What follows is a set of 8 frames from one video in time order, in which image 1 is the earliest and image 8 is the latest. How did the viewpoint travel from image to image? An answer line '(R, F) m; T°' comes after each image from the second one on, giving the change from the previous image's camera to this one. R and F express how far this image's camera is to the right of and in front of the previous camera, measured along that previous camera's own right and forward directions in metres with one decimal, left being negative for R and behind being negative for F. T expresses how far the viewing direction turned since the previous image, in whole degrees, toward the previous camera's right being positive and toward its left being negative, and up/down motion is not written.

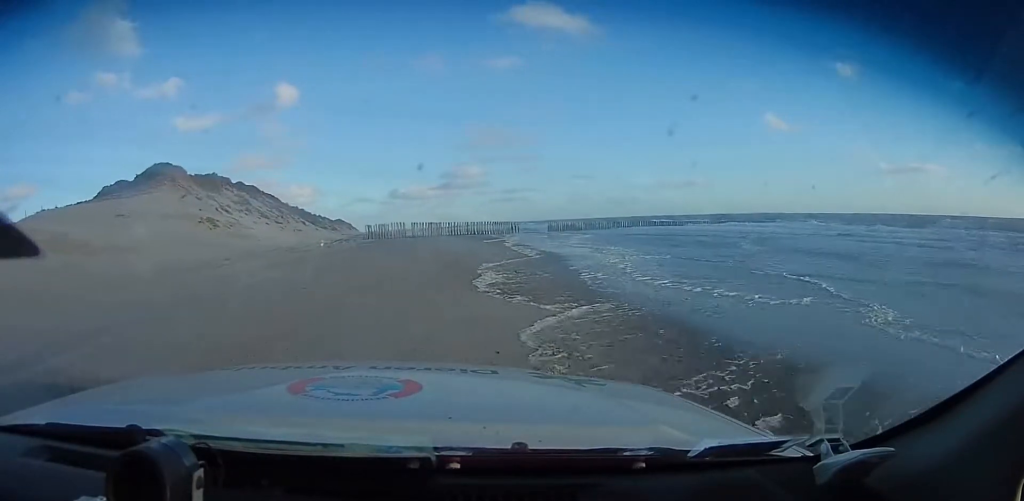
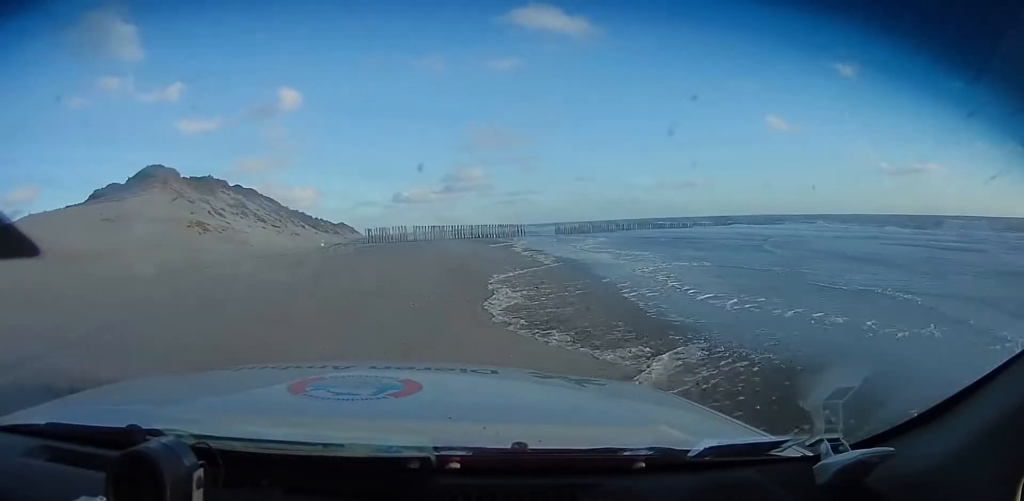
(+0.3, +3.7) m; +2°
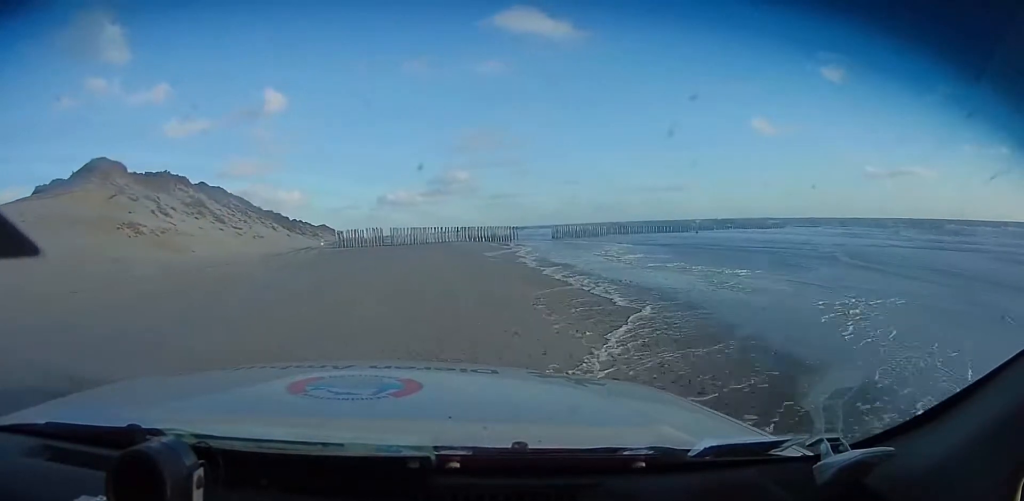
(+0.4, +11.8) m; +2°
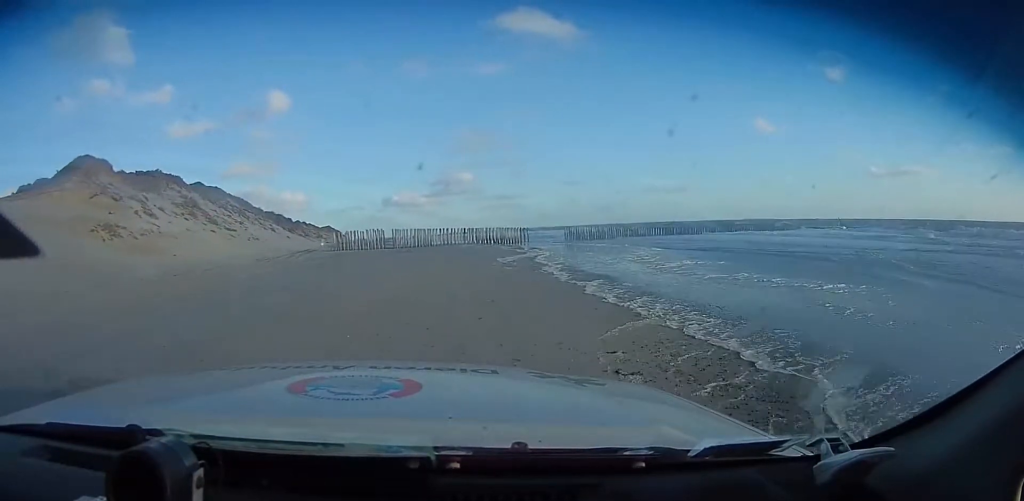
(0.0, +5.2) m; -3°
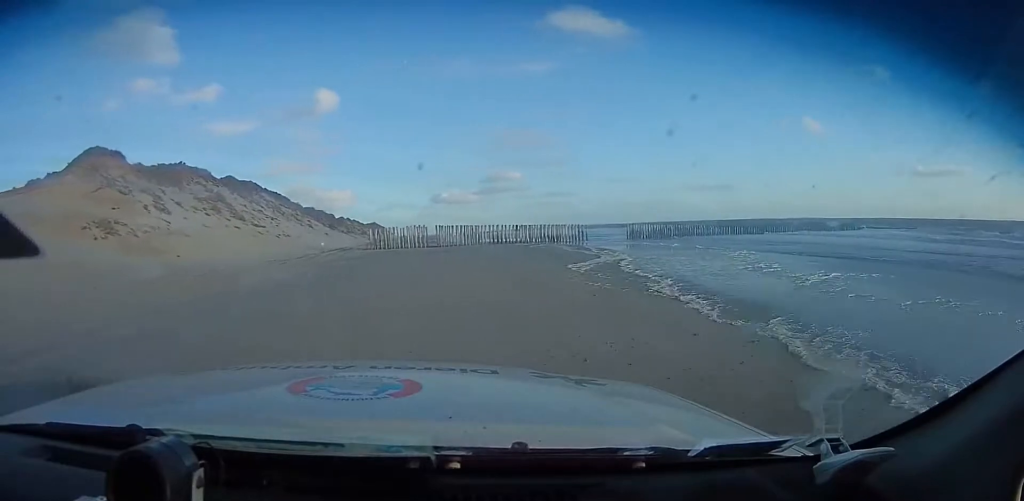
(-0.2, +7.4) m; -6°
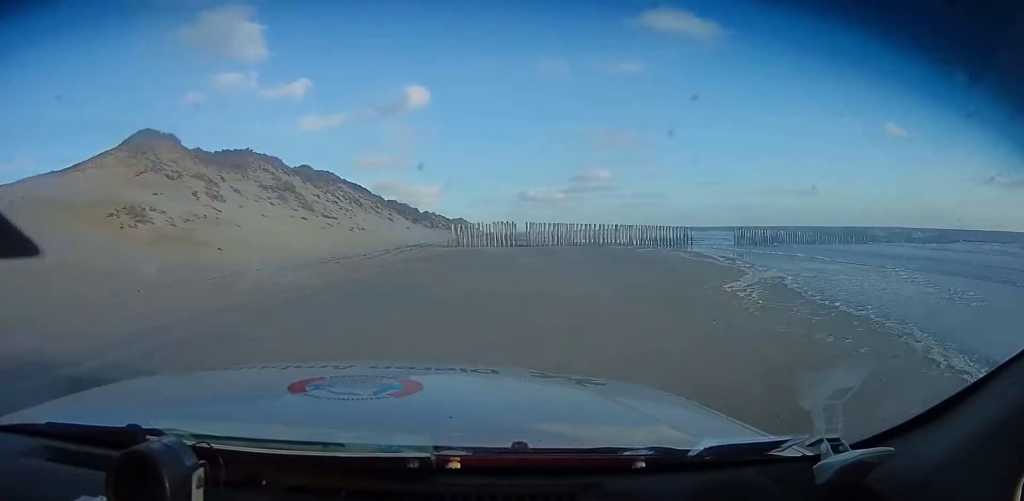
(-0.3, +6.6) m; -8°
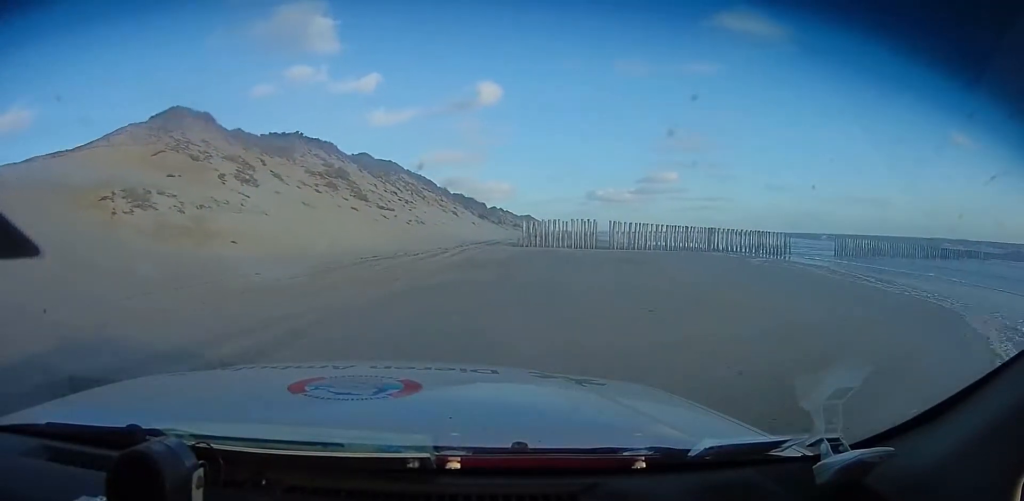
(-0.7, +7.6) m; -8°
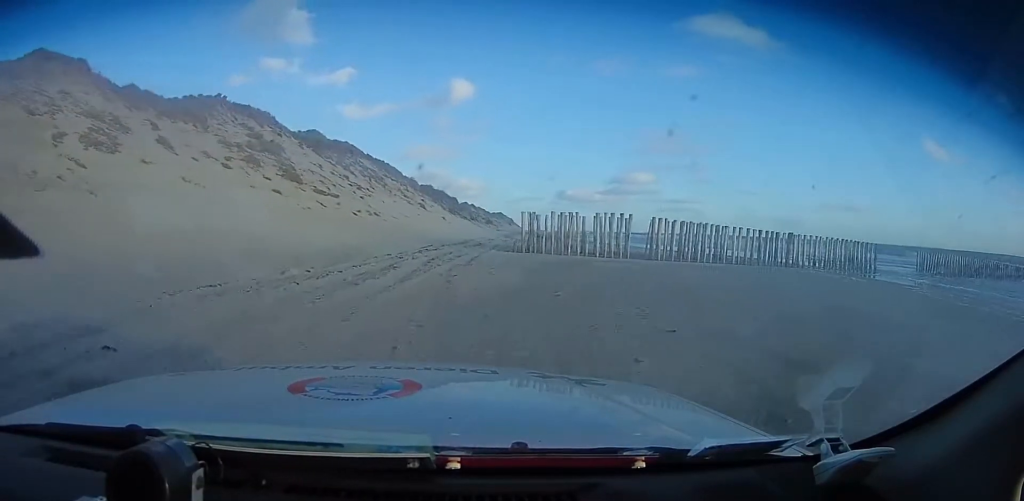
(+0.8, +16.1) m; +5°
